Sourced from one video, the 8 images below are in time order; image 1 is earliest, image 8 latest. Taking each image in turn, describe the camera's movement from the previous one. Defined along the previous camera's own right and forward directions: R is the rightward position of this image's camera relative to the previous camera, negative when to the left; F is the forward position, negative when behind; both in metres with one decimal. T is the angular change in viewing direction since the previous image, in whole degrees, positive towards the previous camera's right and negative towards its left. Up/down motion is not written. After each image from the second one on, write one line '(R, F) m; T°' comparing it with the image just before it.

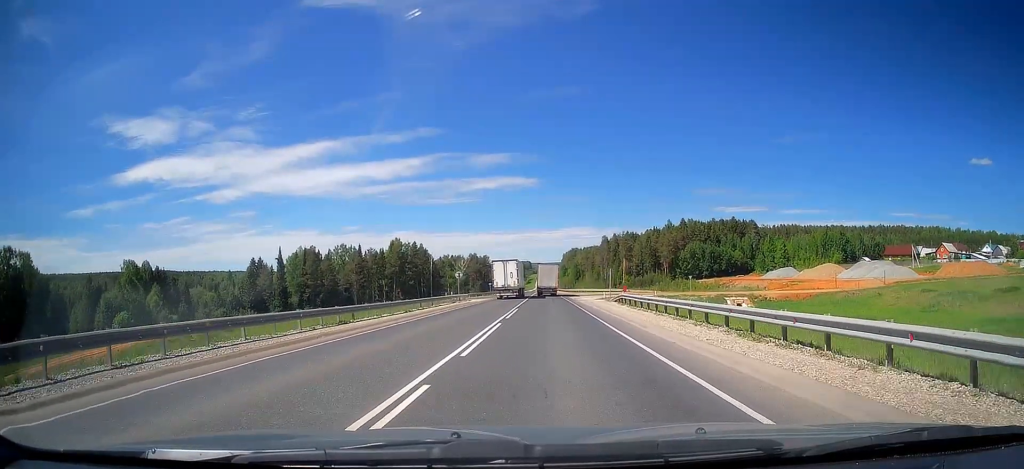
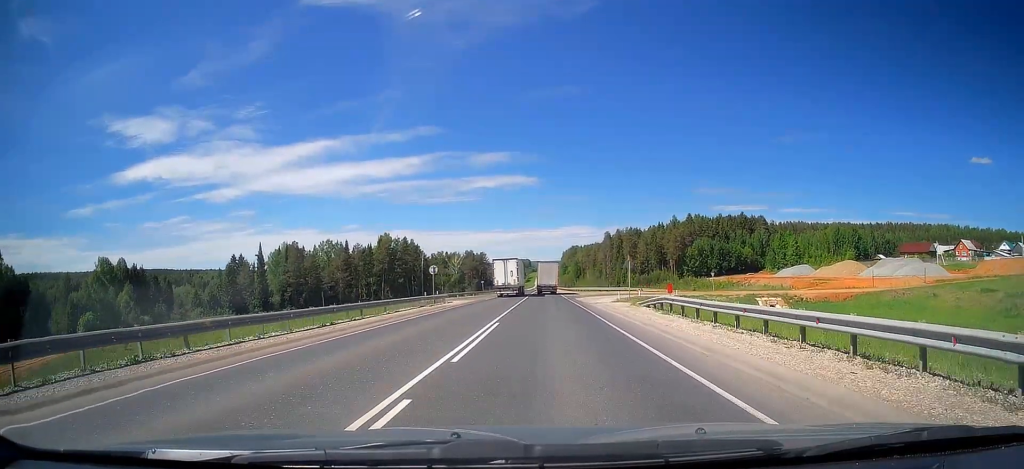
(0.0, +12.6) m; 0°
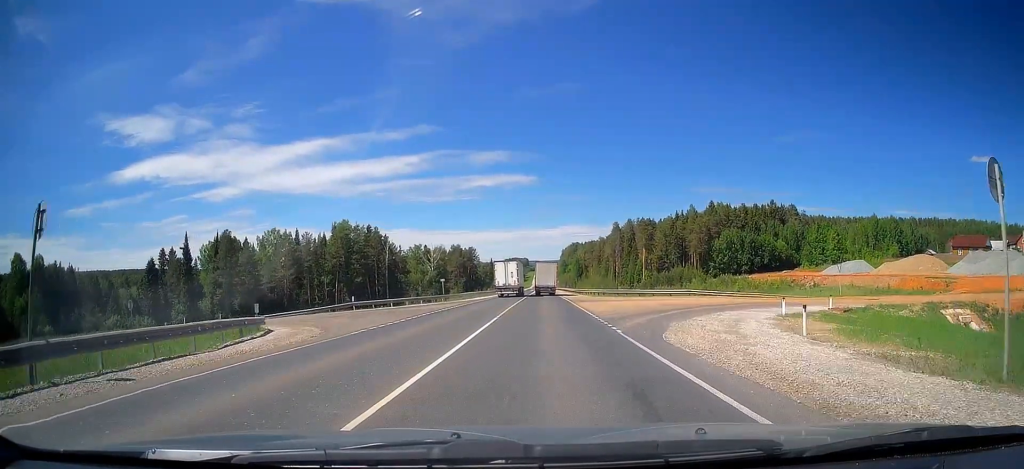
(+0.9, +36.6) m; +2°
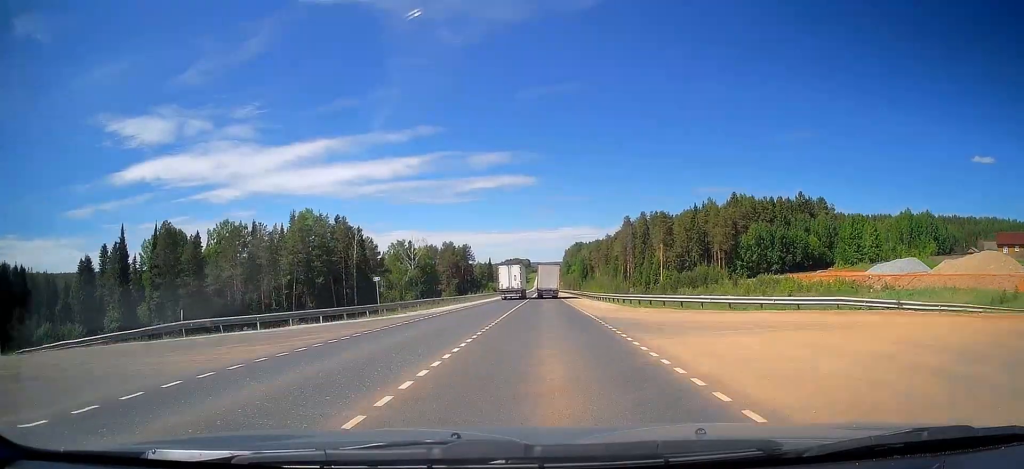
(0.0, +24.3) m; -1°
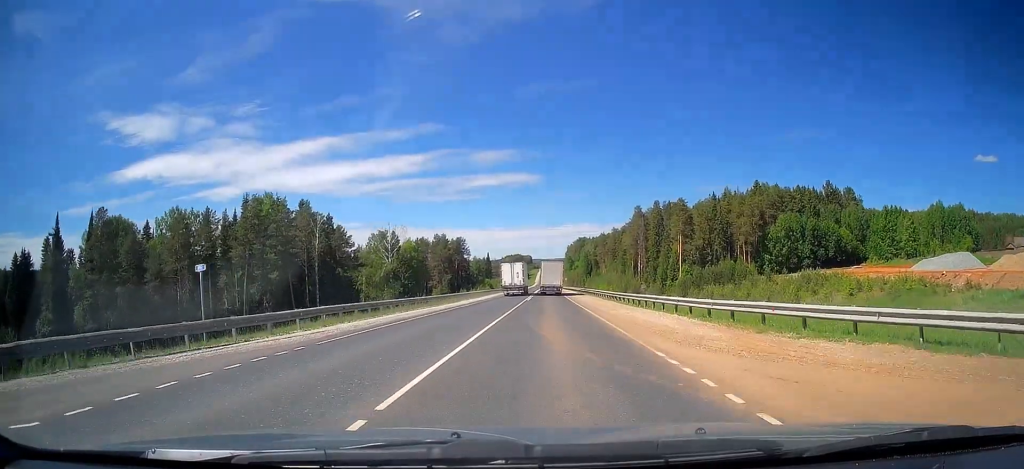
(-0.3, +19.7) m; 0°
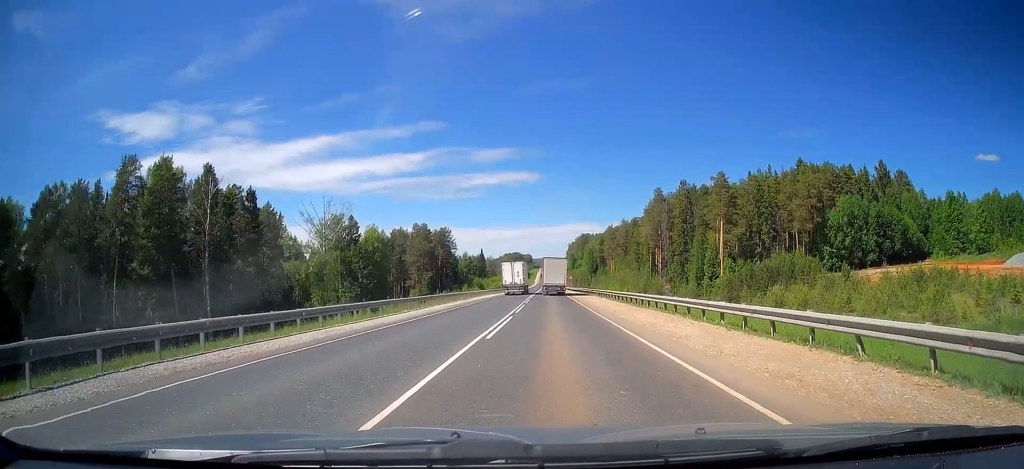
(+0.3, +31.6) m; 0°
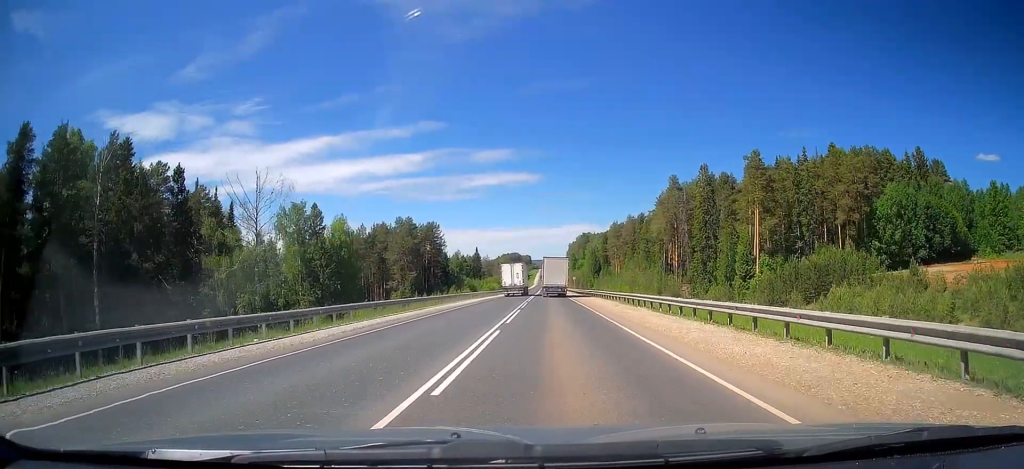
(0.0, +18.2) m; 0°
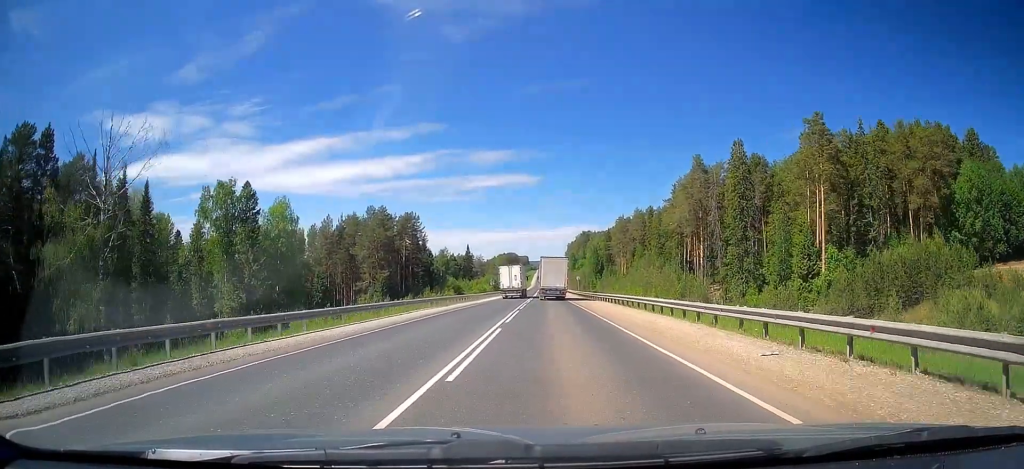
(-0.4, +22.3) m; 0°
